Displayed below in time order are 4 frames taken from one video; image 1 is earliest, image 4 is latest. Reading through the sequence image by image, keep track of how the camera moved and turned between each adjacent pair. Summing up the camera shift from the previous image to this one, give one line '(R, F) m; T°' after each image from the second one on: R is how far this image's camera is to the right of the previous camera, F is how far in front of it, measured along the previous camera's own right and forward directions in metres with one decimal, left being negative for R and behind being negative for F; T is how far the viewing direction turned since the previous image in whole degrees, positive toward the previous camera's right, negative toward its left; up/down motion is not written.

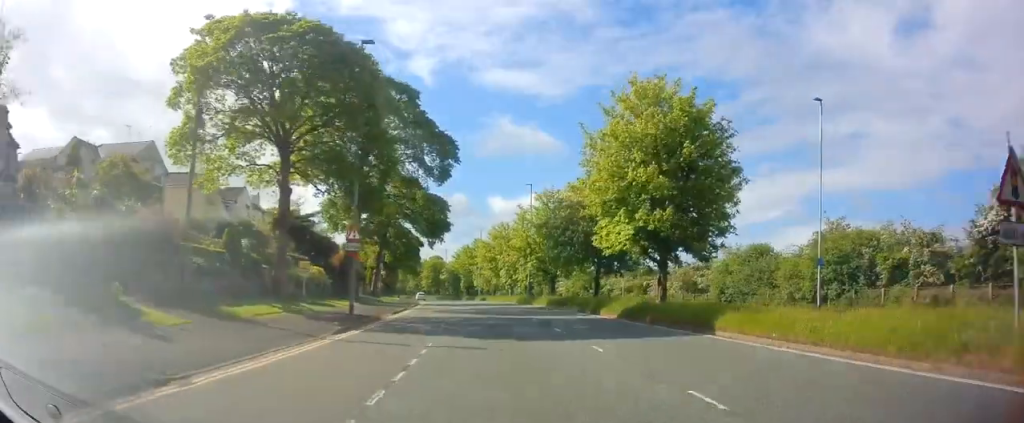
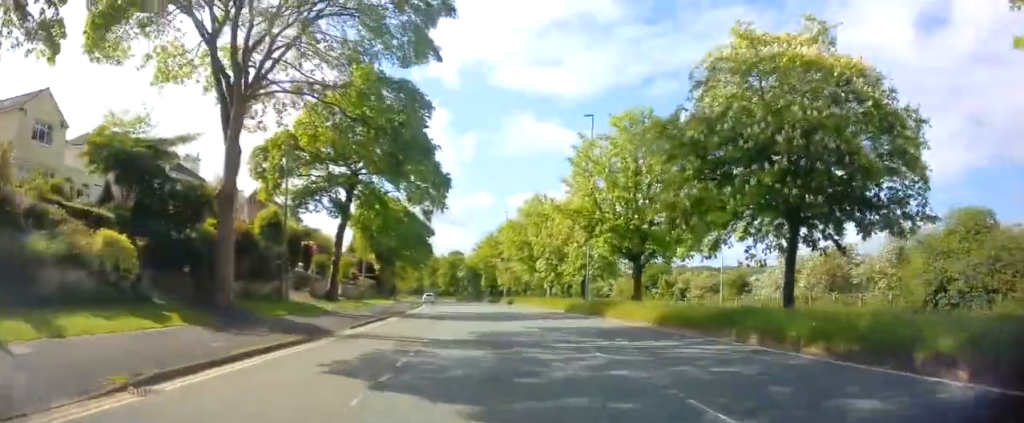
(-1.0, +24.4) m; -3°
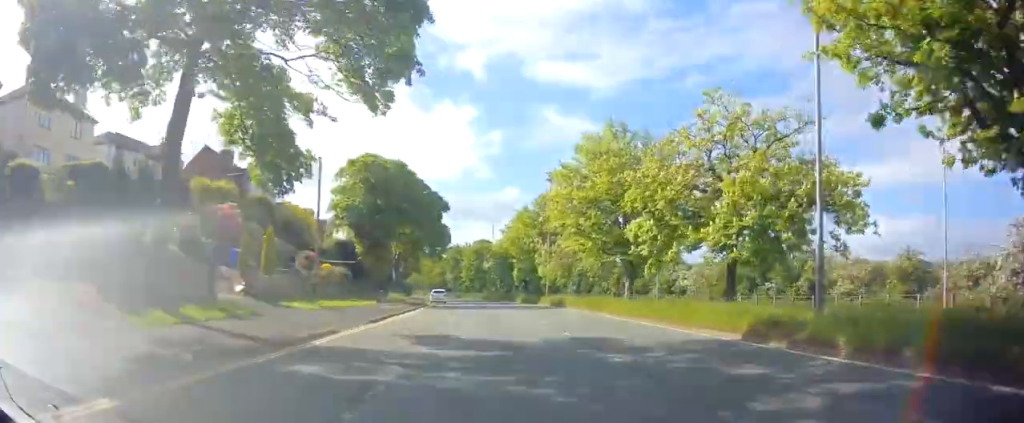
(-0.5, +23.5) m; -2°
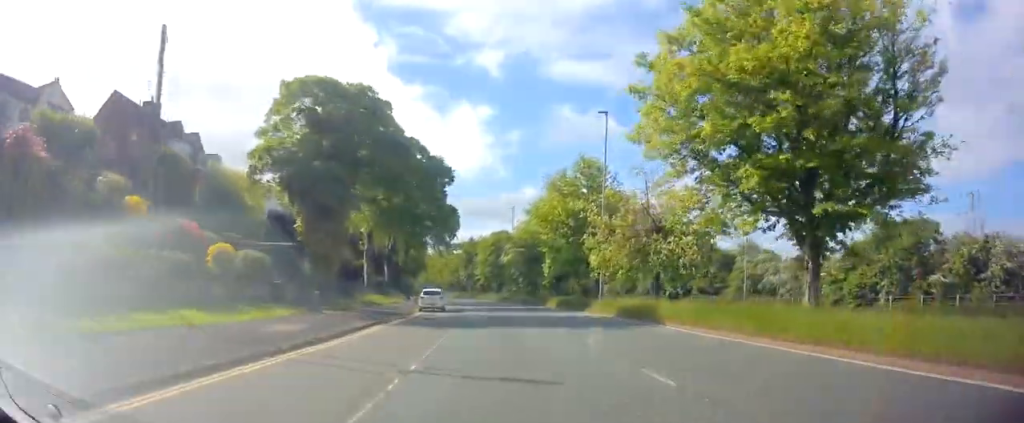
(-0.2, +19.6) m; -1°
